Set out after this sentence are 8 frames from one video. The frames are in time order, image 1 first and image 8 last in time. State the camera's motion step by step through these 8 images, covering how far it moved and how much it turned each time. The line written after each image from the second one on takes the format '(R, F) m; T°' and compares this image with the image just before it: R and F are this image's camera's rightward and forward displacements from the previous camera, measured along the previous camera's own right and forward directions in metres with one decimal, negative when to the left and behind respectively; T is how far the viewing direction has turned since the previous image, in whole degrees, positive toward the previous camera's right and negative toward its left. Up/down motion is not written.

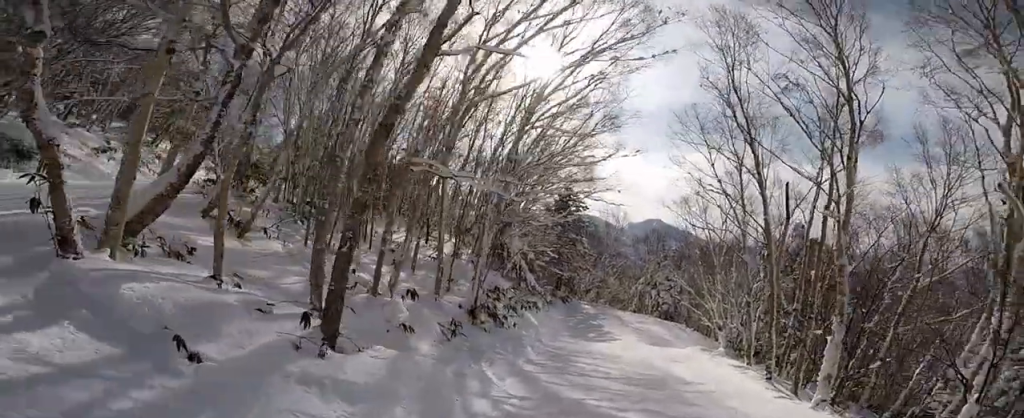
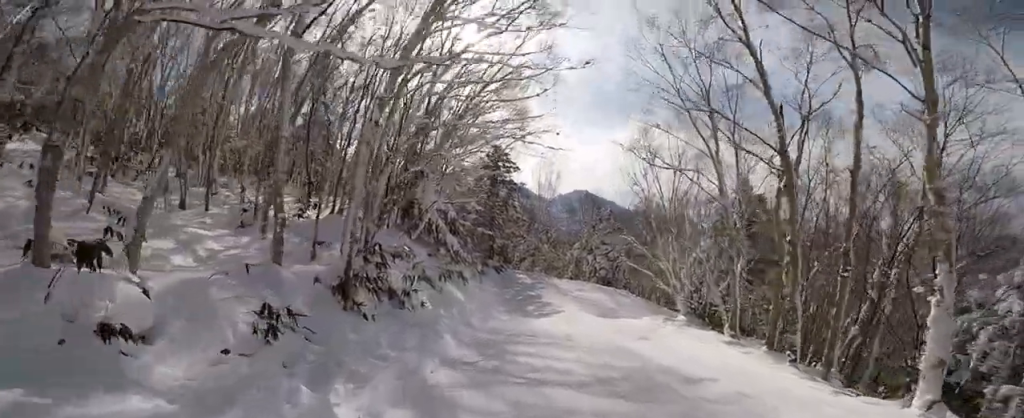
(0.0, +4.9) m; +3°
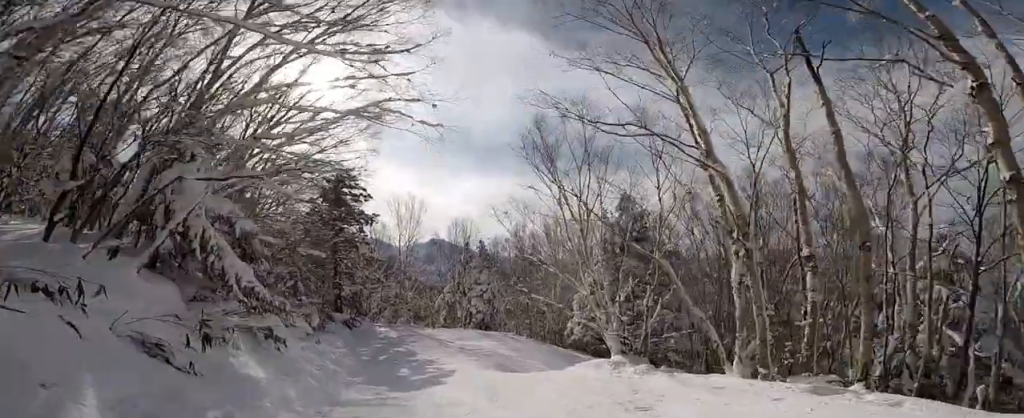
(+0.7, +6.3) m; +10°
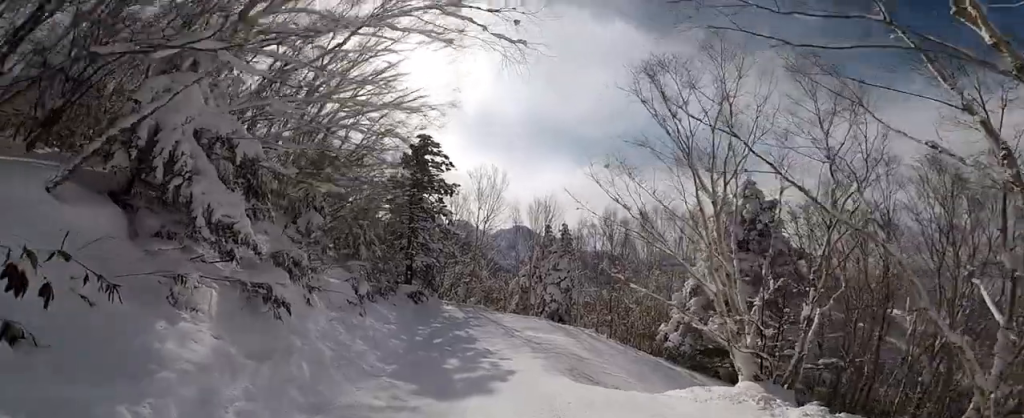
(+0.4, +3.2) m; +1°
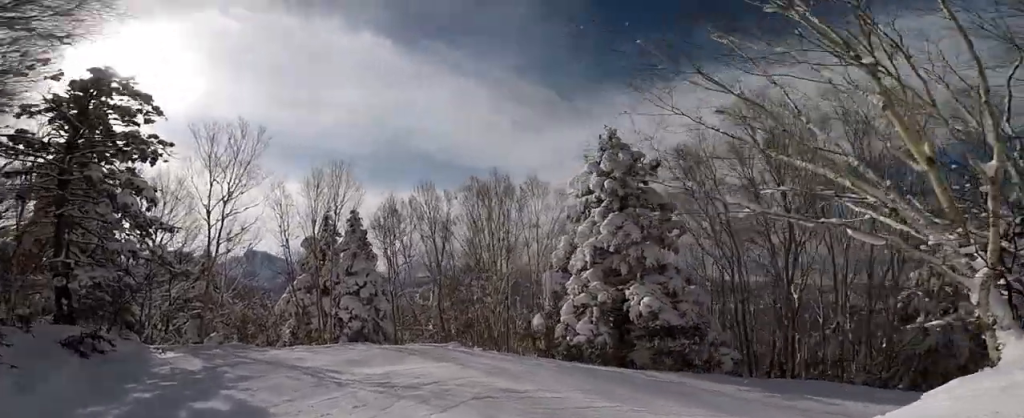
(+0.3, +7.6) m; +31°
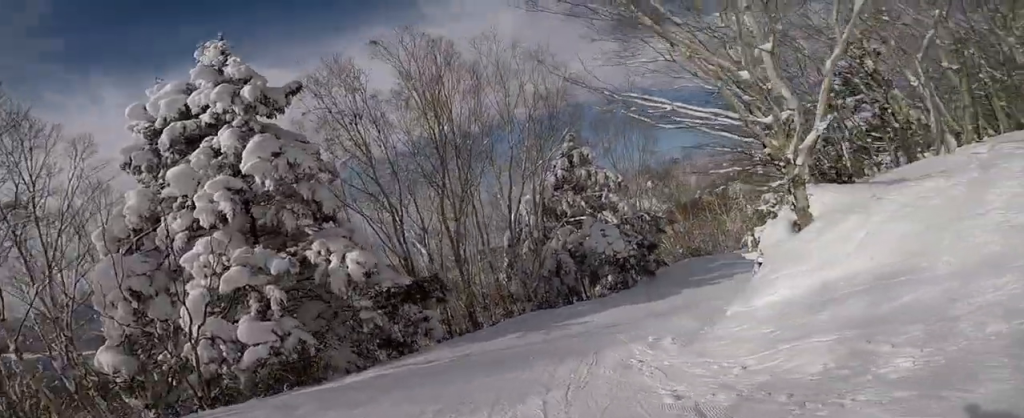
(+1.7, +6.6) m; -5°
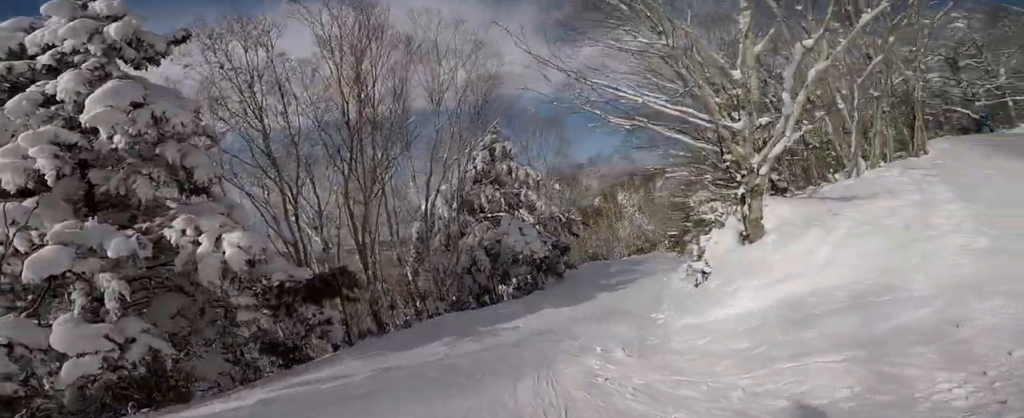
(-1.1, +2.4) m; -3°
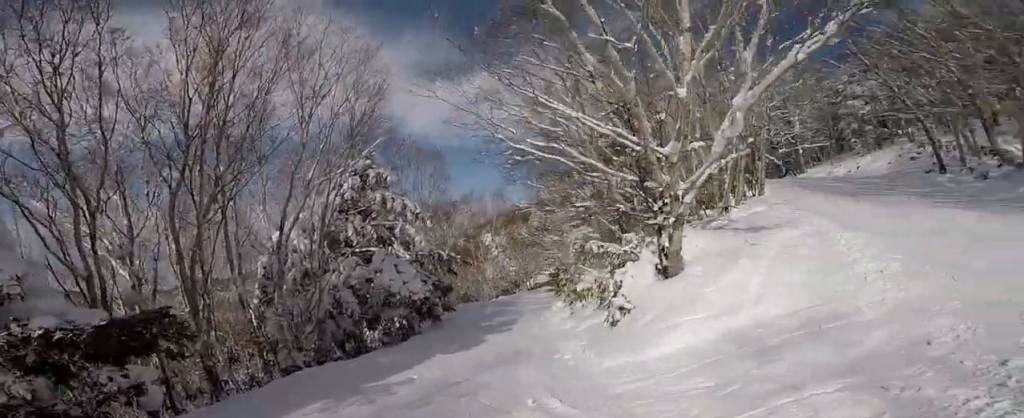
(-0.9, +2.5) m; +4°
